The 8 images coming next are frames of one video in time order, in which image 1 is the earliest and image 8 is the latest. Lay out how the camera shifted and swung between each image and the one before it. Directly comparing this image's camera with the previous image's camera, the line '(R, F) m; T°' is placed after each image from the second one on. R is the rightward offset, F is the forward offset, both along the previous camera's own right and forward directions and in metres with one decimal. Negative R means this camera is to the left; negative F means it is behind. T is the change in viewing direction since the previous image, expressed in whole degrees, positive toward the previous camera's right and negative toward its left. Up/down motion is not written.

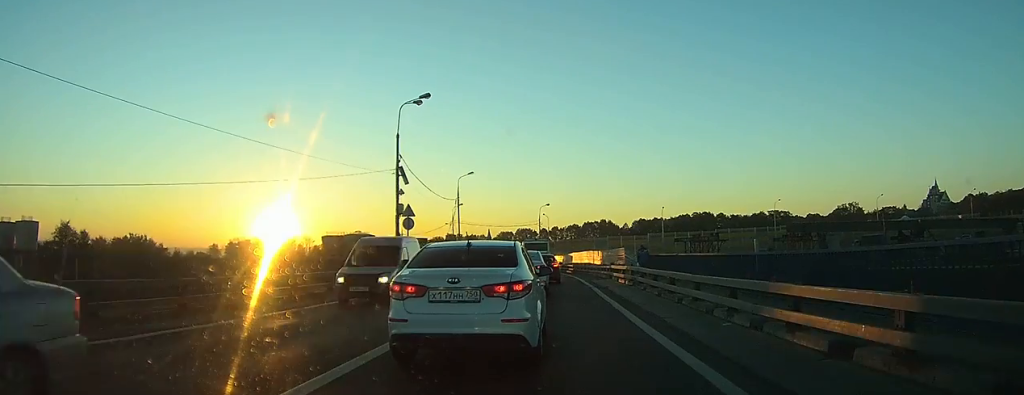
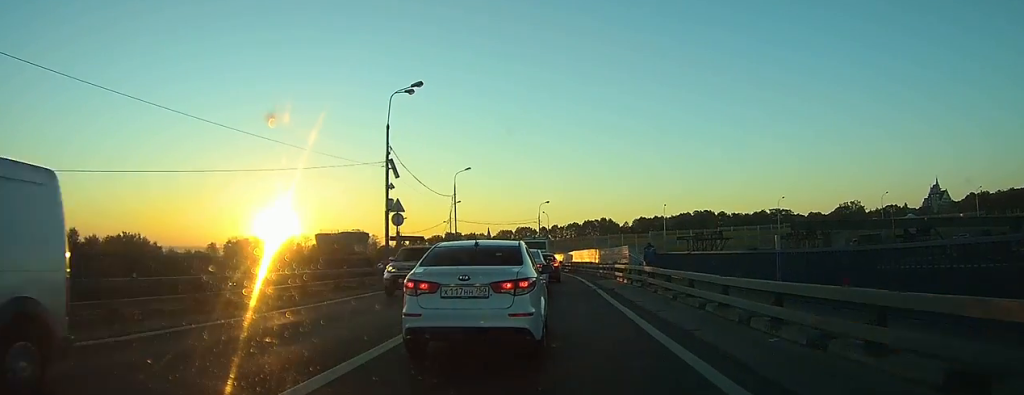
(0.0, +2.8) m; +1°
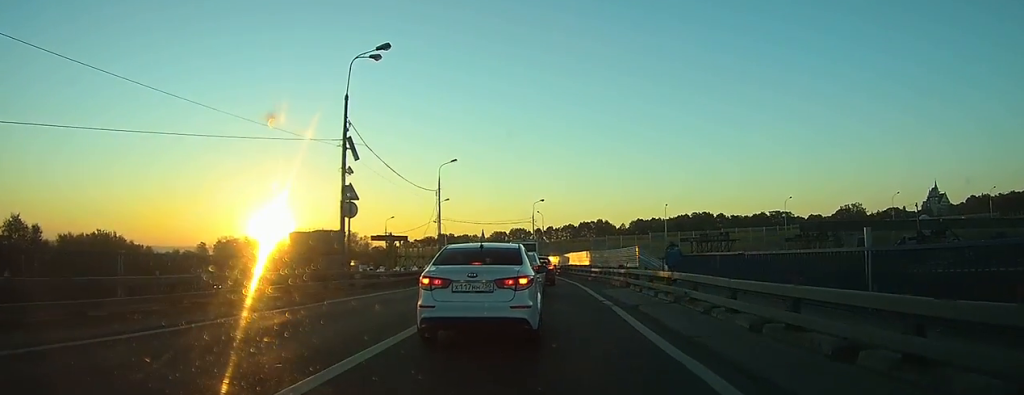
(+0.1, +7.4) m; 0°
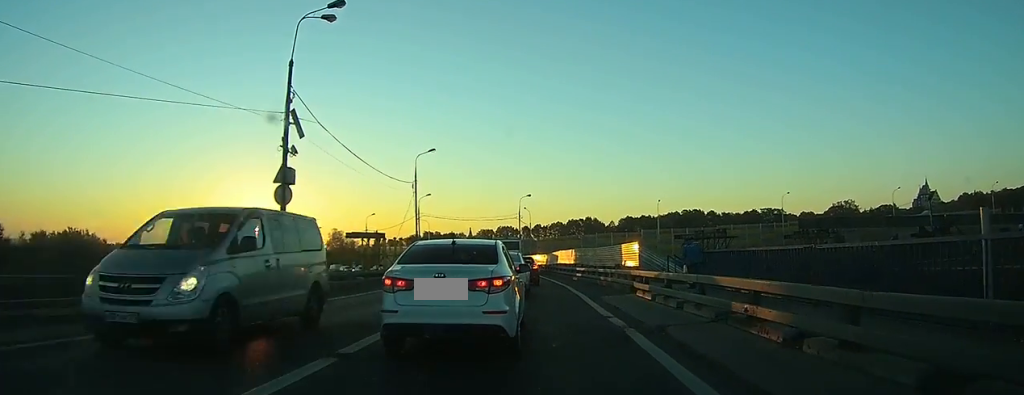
(0.0, +4.7) m; -1°
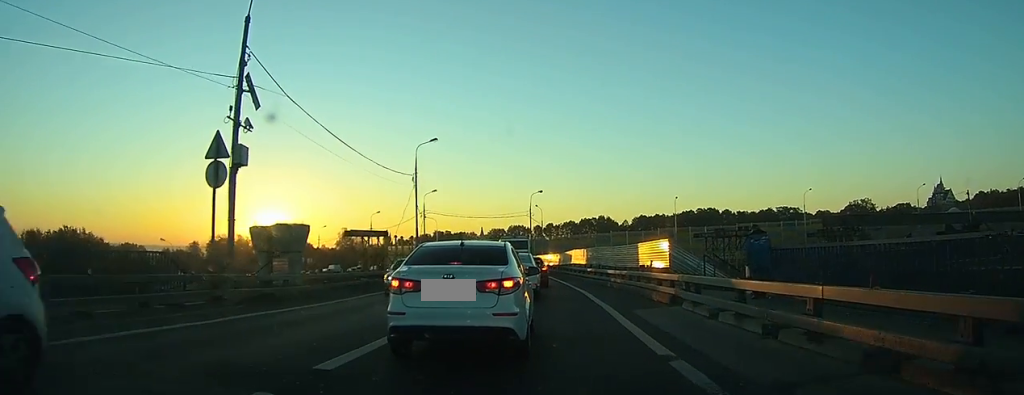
(-0.1, +5.0) m; -2°
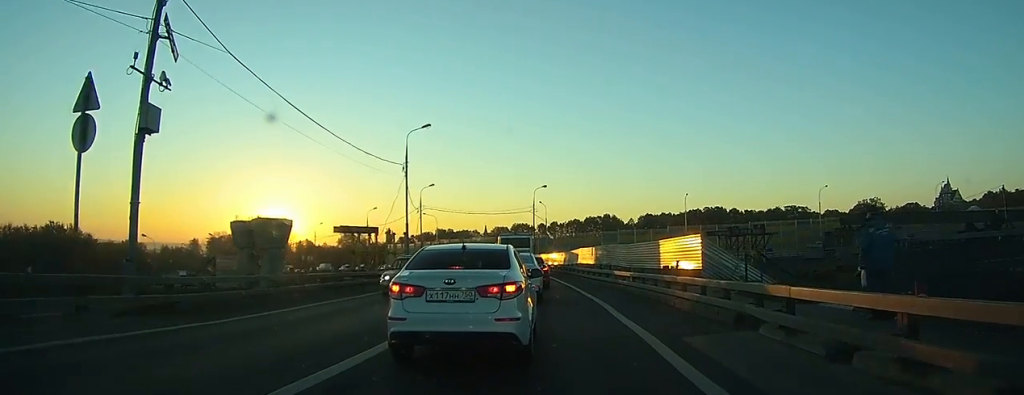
(-0.1, +4.7) m; 0°
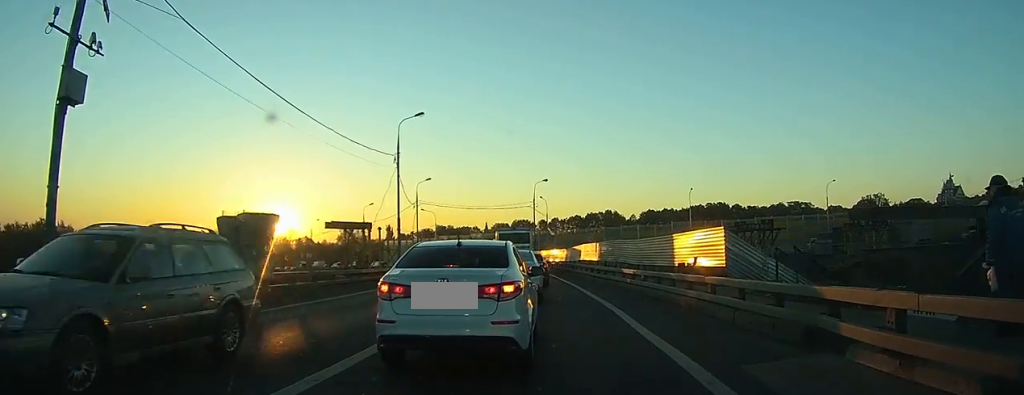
(0.0, +2.5) m; 0°
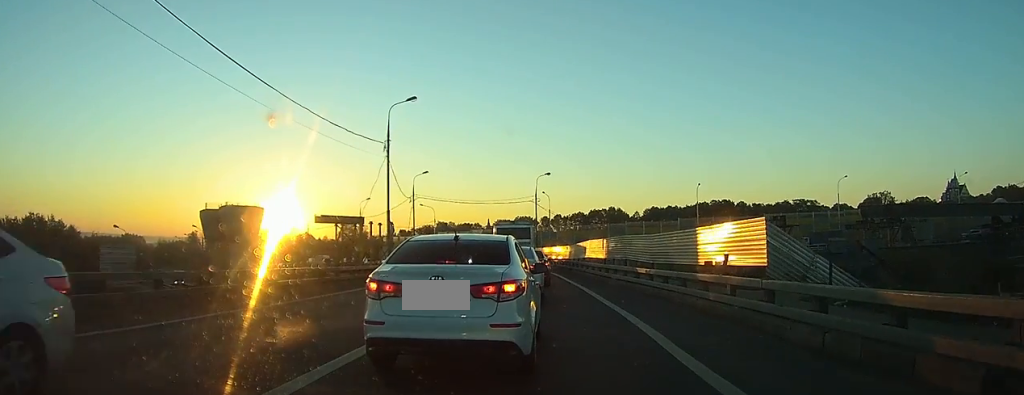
(0.0, +3.4) m; +1°
